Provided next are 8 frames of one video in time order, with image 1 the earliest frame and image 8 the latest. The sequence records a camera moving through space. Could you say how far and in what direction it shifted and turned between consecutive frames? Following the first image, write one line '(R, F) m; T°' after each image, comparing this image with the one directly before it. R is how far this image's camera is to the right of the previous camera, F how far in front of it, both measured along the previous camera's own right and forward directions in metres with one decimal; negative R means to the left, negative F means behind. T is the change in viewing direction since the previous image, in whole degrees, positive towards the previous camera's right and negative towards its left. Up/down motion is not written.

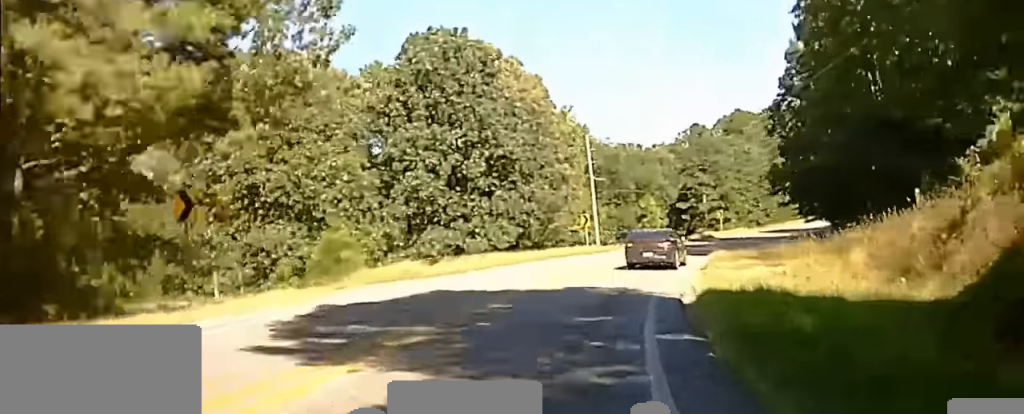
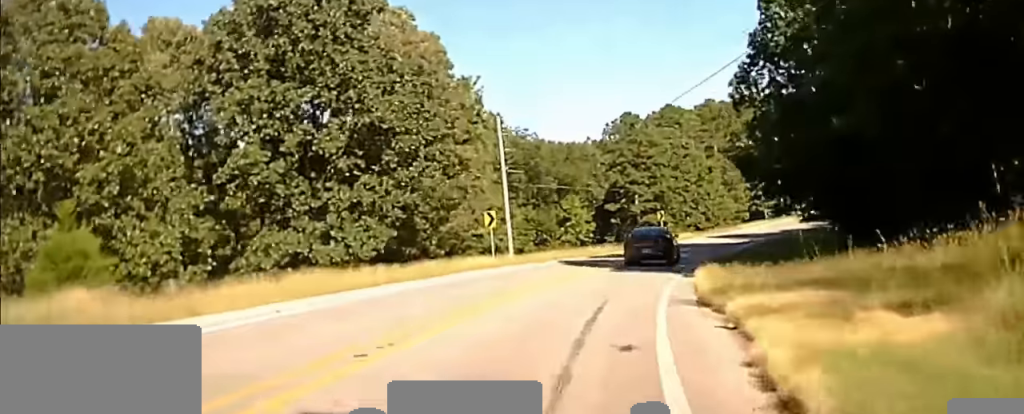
(-0.1, +15.9) m; +3°
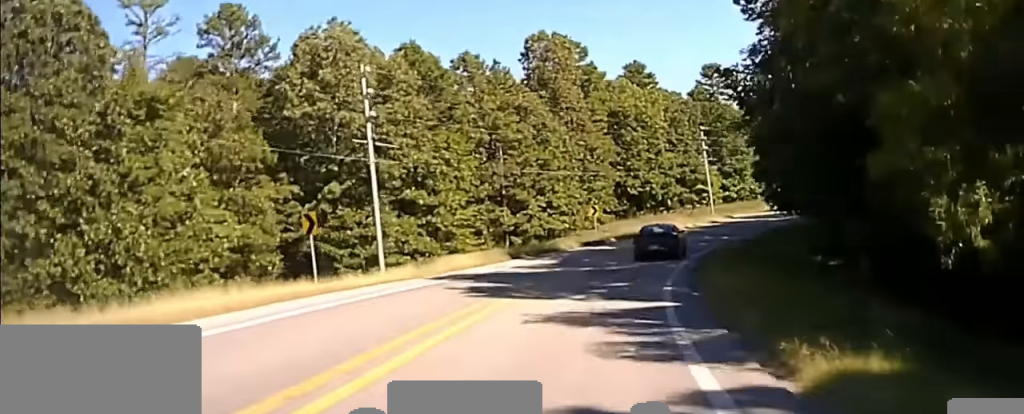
(+19.2, +73.9) m; +29°
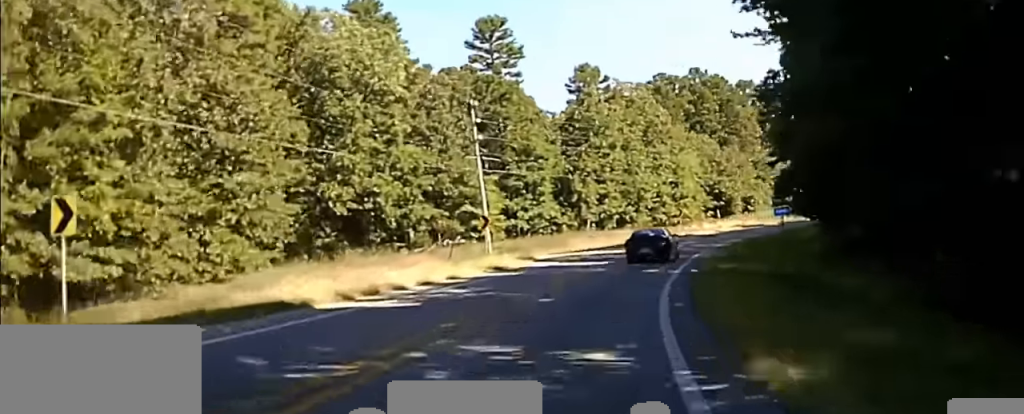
(+6.3, +51.2) m; +14°
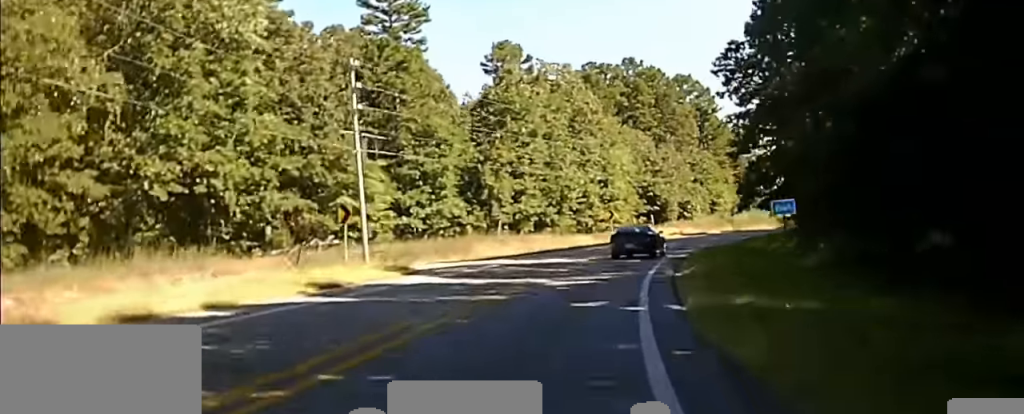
(-0.1, +17.6) m; +4°
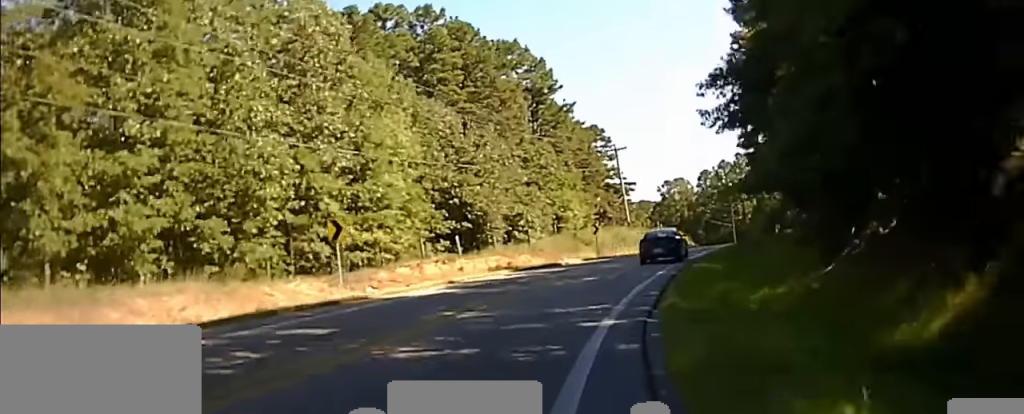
(+5.5, +47.0) m; +12°
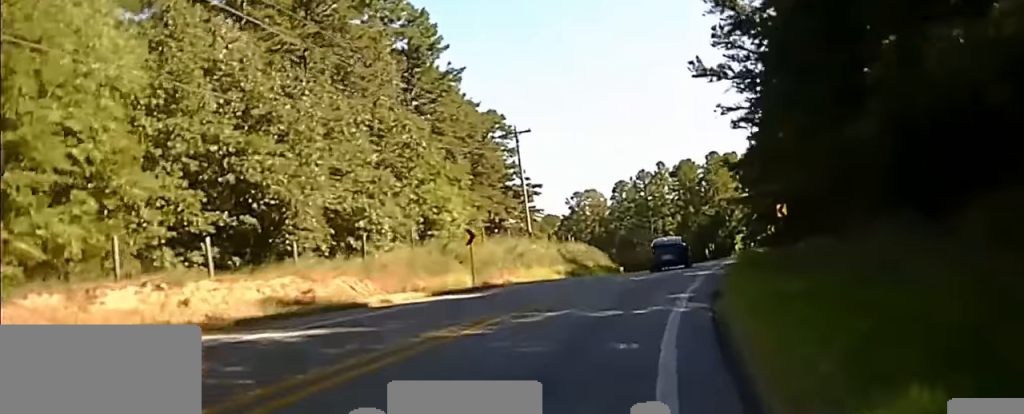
(+2.0, +28.6) m; +7°
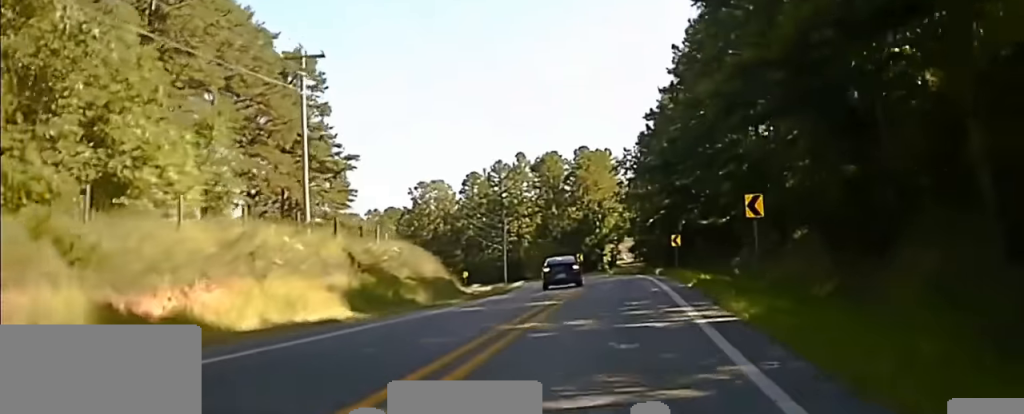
(+1.6, +23.7) m; +5°
